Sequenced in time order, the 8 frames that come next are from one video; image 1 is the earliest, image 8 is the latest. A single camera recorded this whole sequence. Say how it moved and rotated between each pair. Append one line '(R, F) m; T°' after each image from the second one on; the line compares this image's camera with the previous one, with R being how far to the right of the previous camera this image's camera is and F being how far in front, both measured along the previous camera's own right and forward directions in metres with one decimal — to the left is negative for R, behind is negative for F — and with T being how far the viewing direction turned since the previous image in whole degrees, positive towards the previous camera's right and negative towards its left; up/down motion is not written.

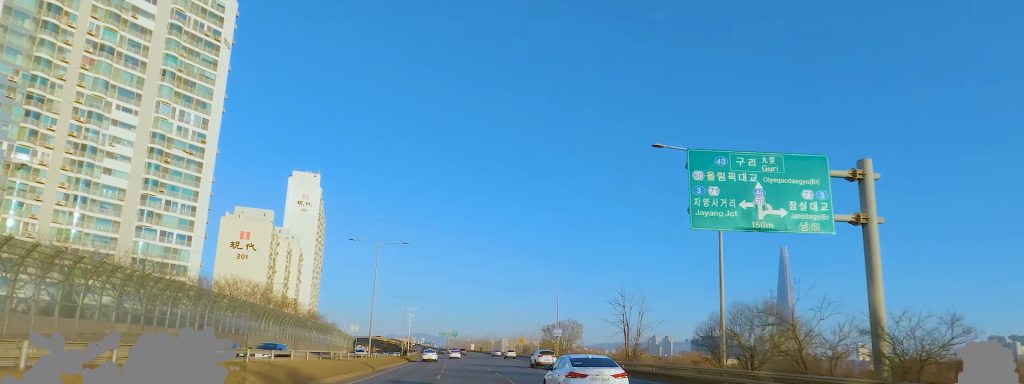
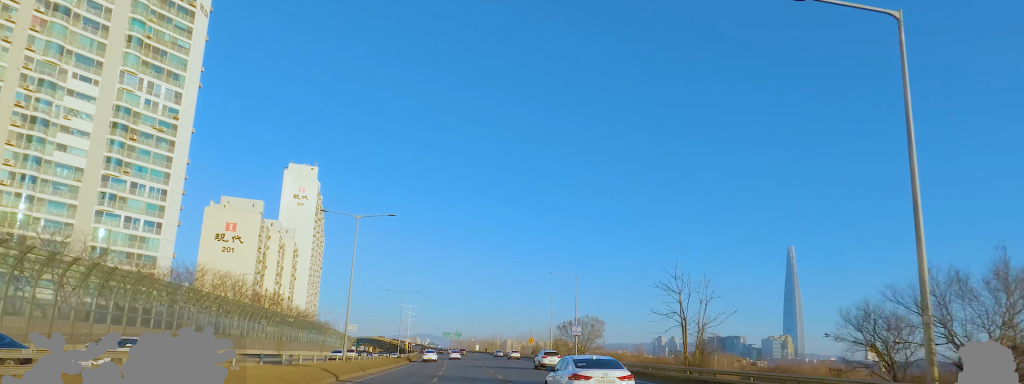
(-0.1, +10.6) m; 0°
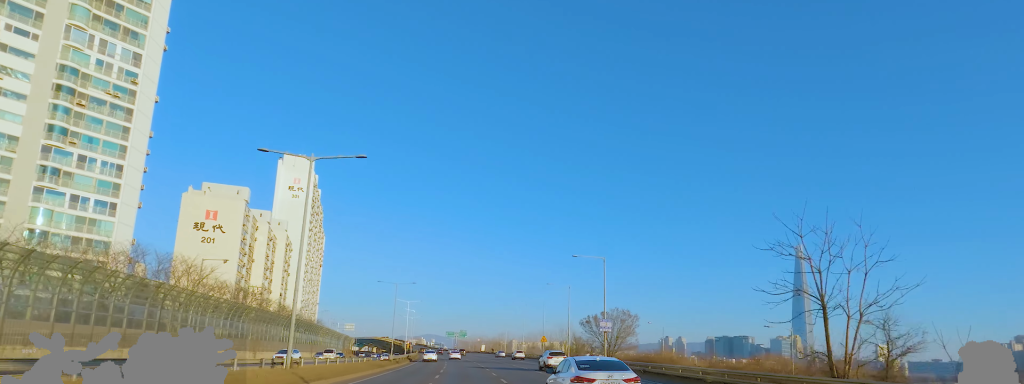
(+0.1, +11.9) m; 0°
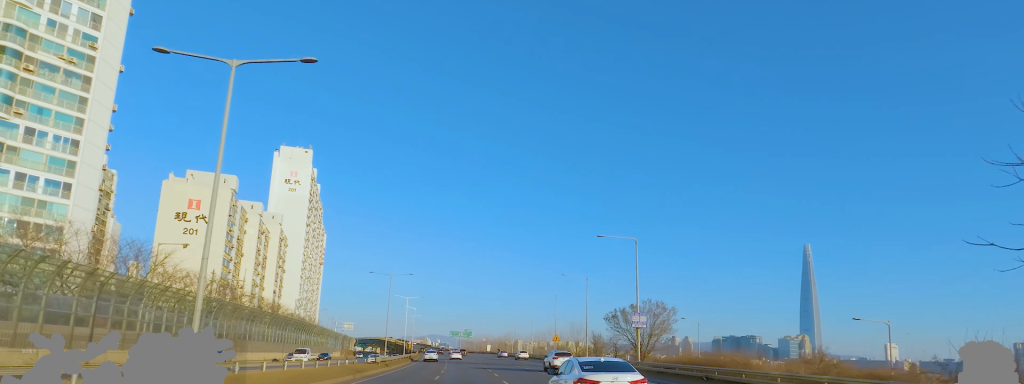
(+0.1, +9.1) m; 0°
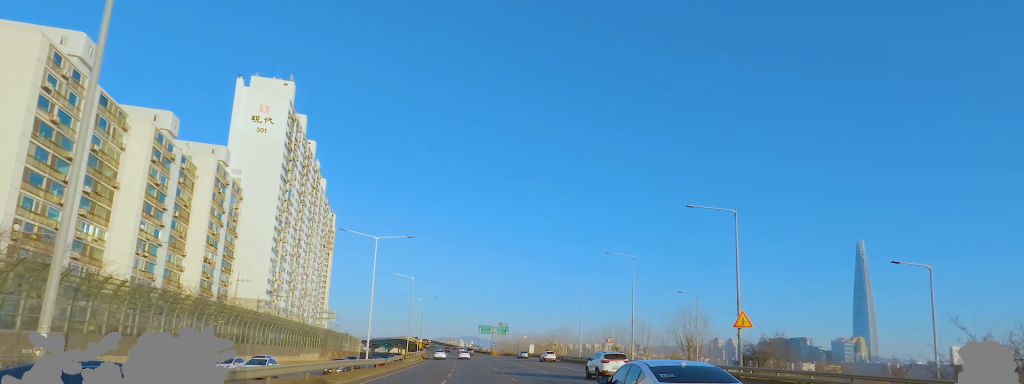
(-3.1, +54.2) m; -4°
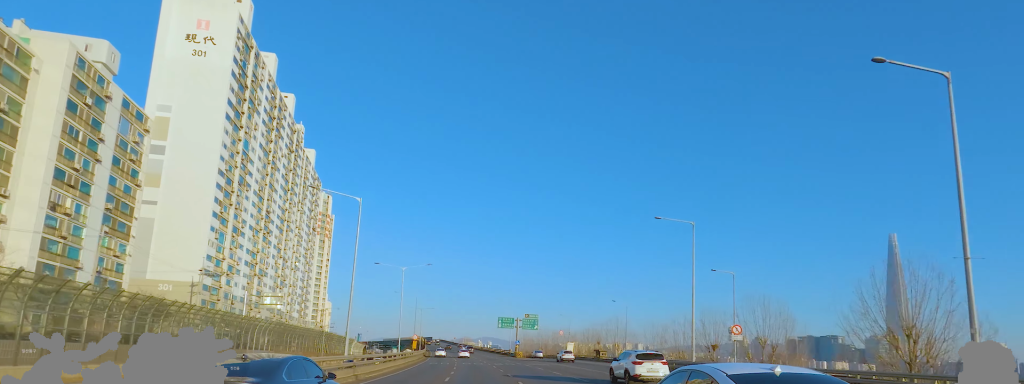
(-1.1, +37.4) m; -4°
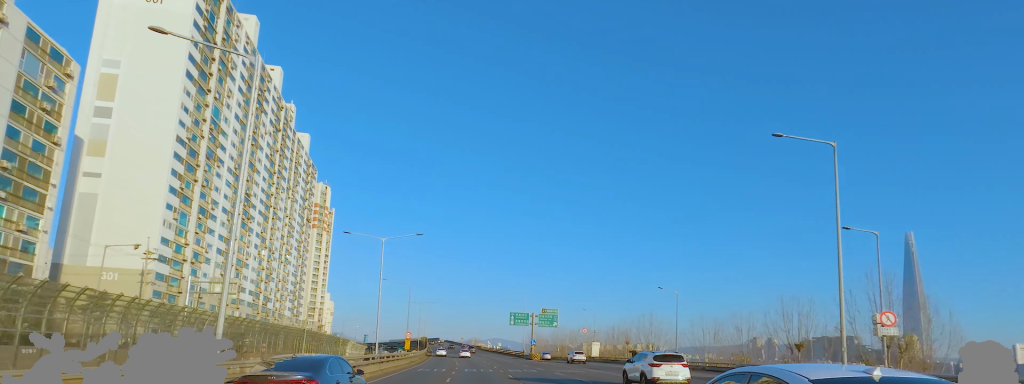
(0.0, +15.6) m; 0°
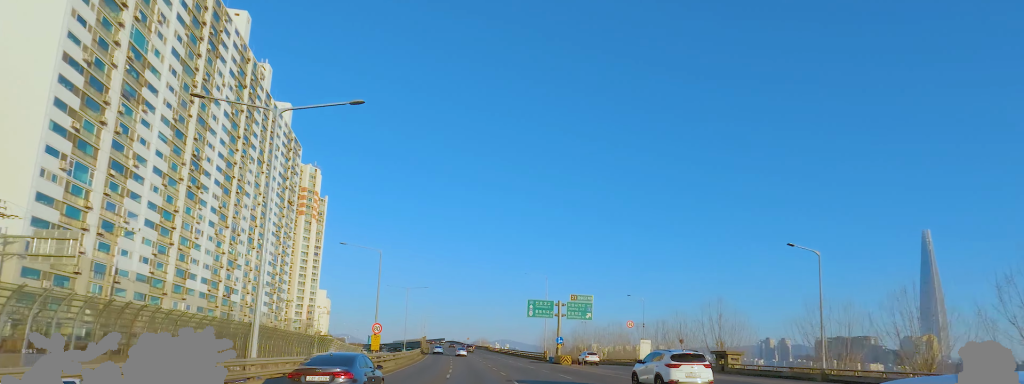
(0.0, +21.8) m; 0°
